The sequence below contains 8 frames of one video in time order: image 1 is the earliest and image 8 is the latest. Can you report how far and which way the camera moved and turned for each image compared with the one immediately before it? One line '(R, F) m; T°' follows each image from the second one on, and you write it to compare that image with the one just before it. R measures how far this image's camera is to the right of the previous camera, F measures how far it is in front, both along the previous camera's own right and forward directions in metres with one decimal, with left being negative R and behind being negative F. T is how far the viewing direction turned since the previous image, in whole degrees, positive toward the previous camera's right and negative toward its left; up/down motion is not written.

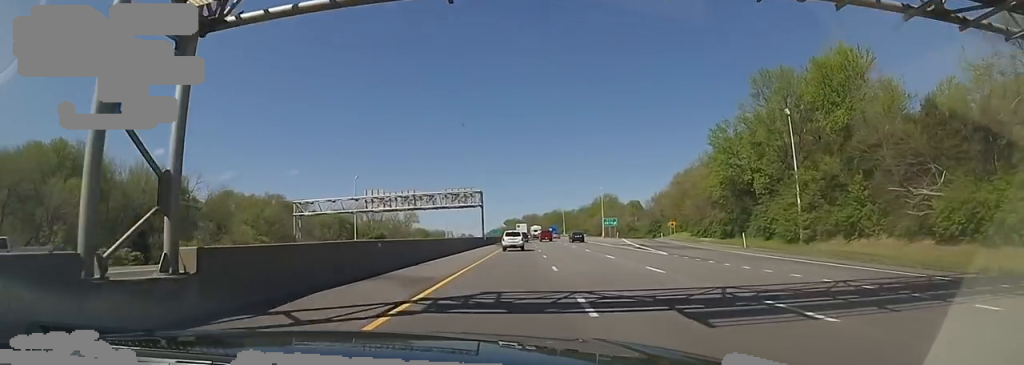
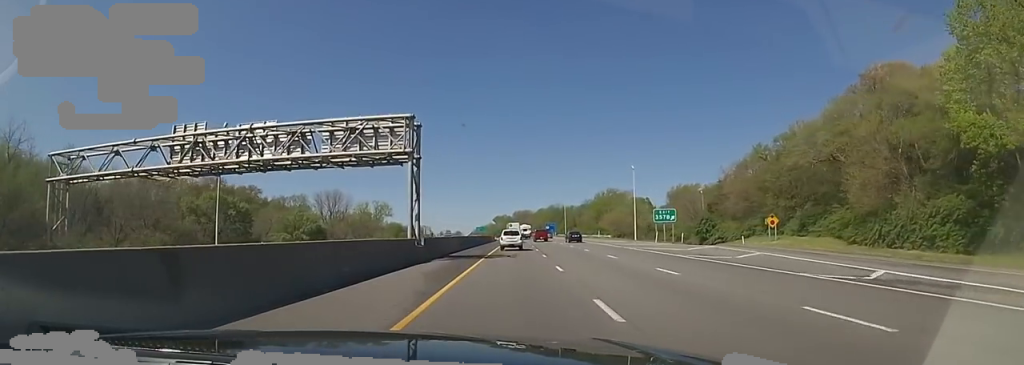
(+0.2, +39.9) m; 0°
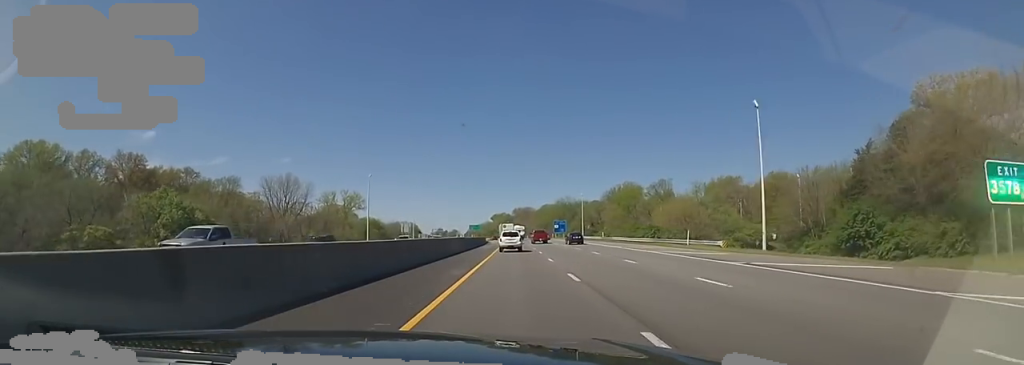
(-0.3, +42.7) m; -1°
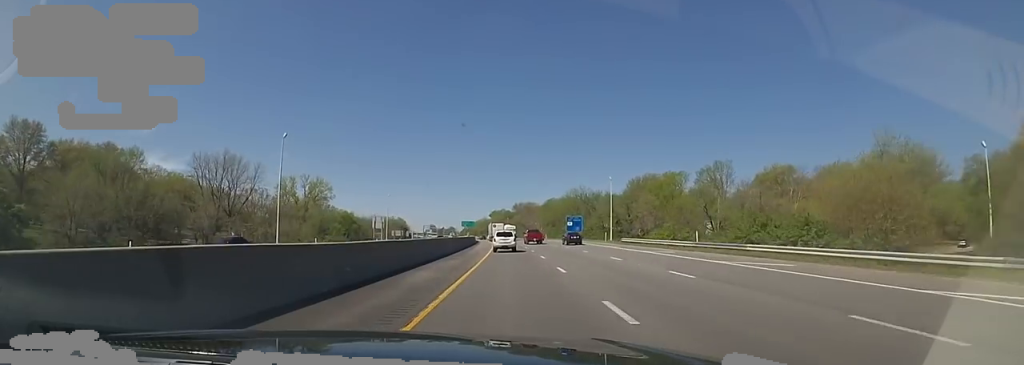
(-0.2, +35.9) m; 0°
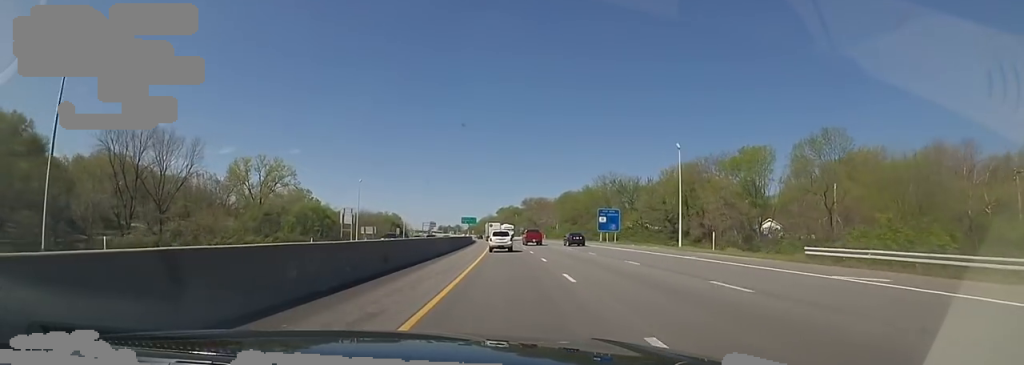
(+0.1, +32.6) m; 0°
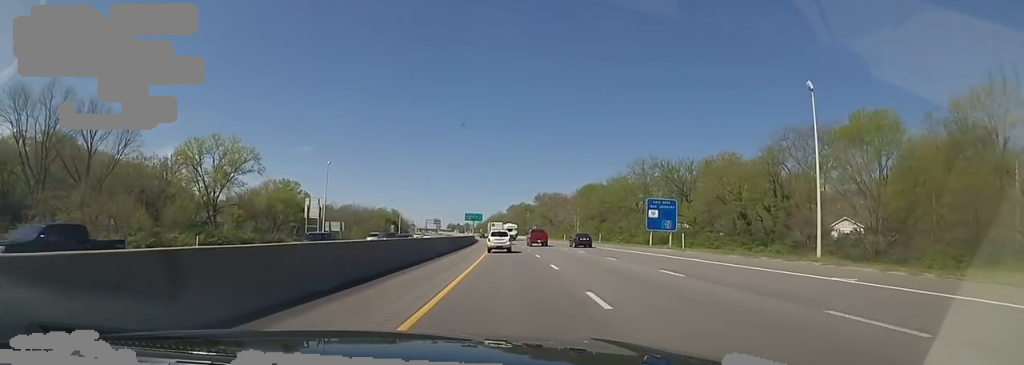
(-0.2, +24.0) m; 0°
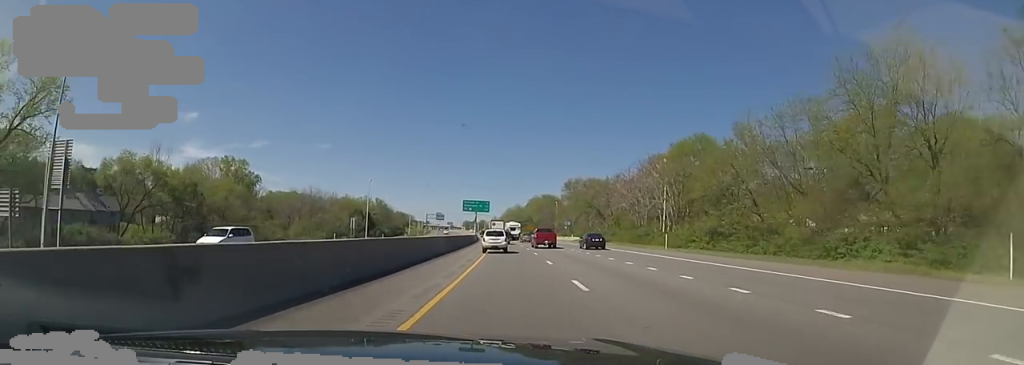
(-1.2, +55.9) m; -4°
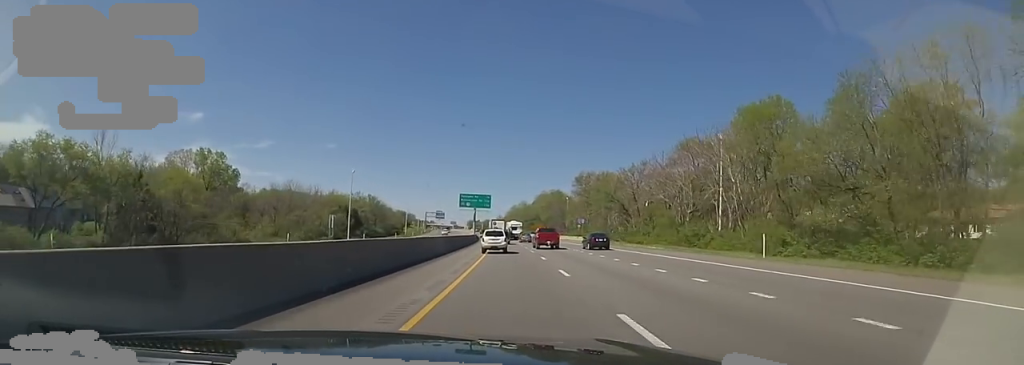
(-0.3, +15.6) m; -1°
